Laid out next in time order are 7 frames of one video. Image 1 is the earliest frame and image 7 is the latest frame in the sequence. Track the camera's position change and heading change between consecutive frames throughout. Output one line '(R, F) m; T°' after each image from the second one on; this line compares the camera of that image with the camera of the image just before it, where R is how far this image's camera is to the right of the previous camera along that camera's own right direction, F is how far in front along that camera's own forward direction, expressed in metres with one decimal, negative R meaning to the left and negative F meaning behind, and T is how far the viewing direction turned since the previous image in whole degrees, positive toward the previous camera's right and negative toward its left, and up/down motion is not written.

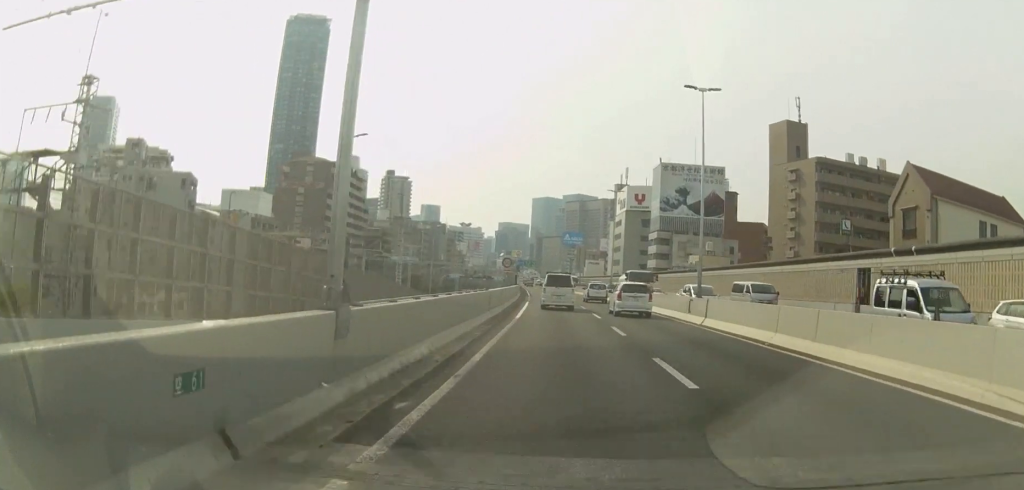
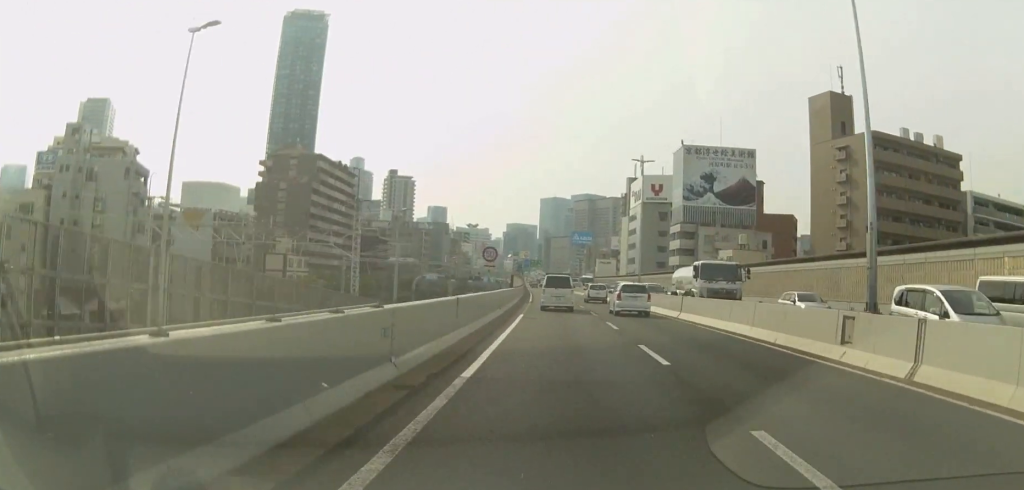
(-0.5, +16.6) m; -2°
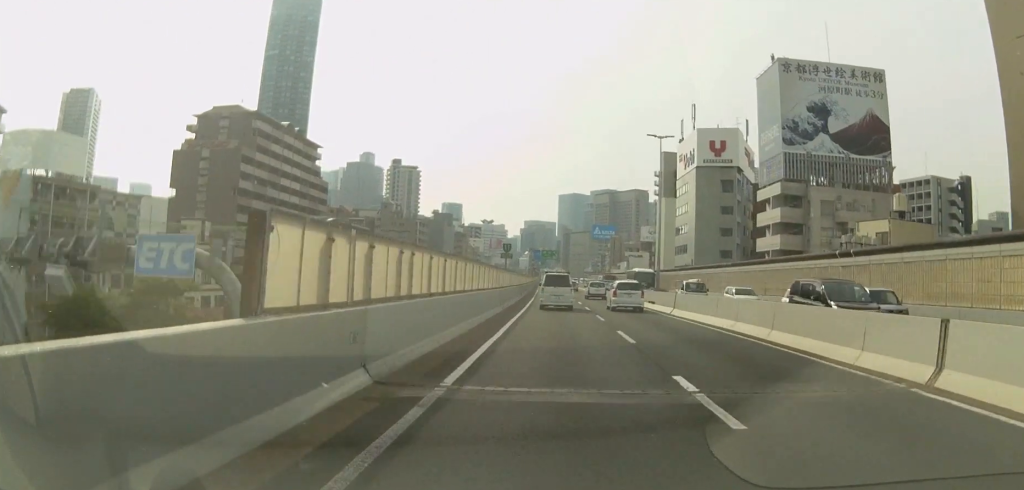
(-1.0, +44.9) m; -2°
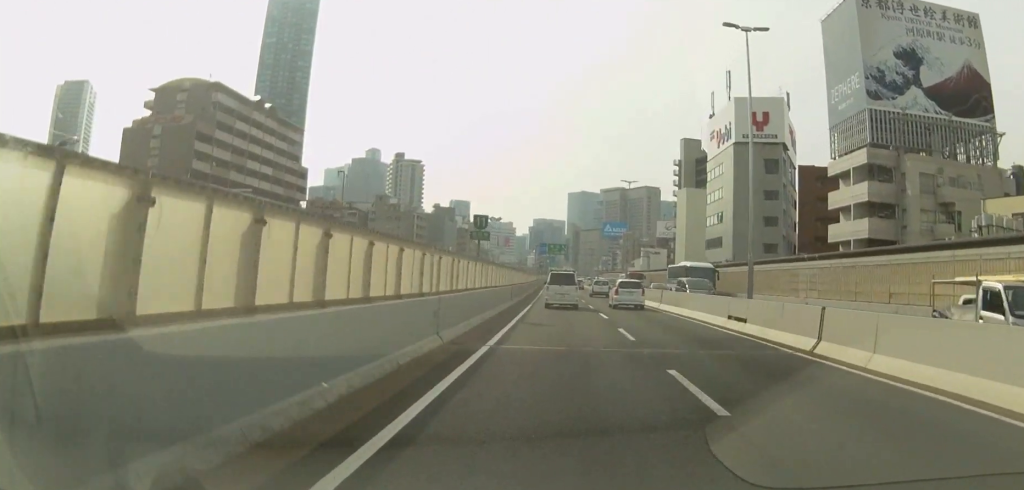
(+0.2, +19.1) m; 0°
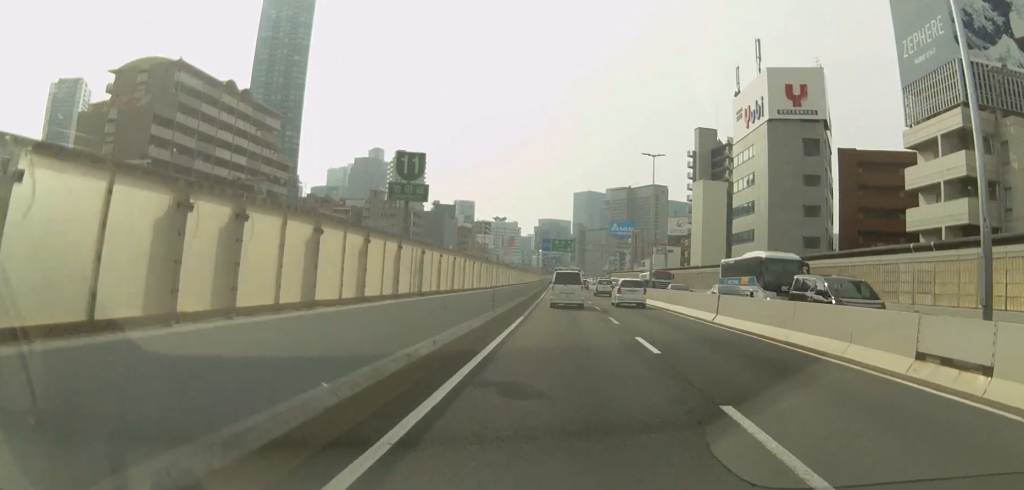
(-0.1, +13.5) m; 0°
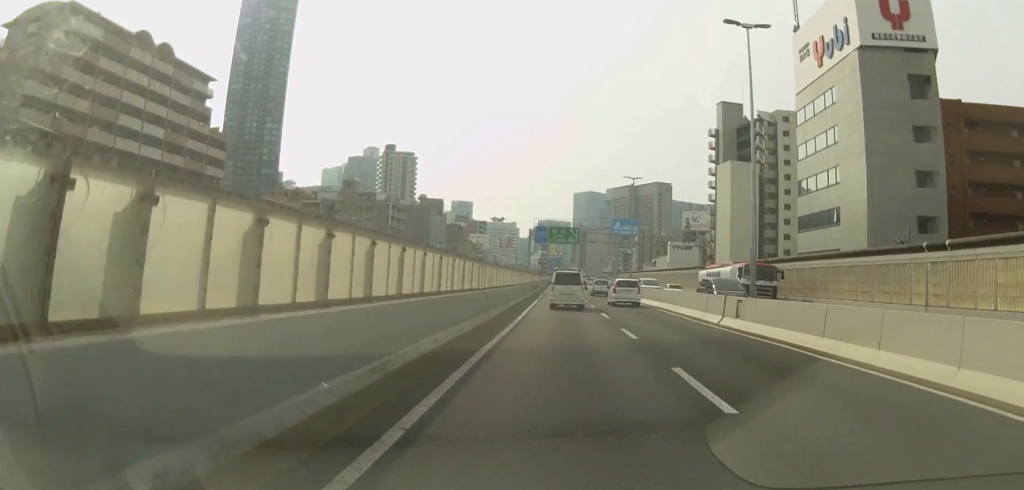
(-0.2, +26.4) m; -2°
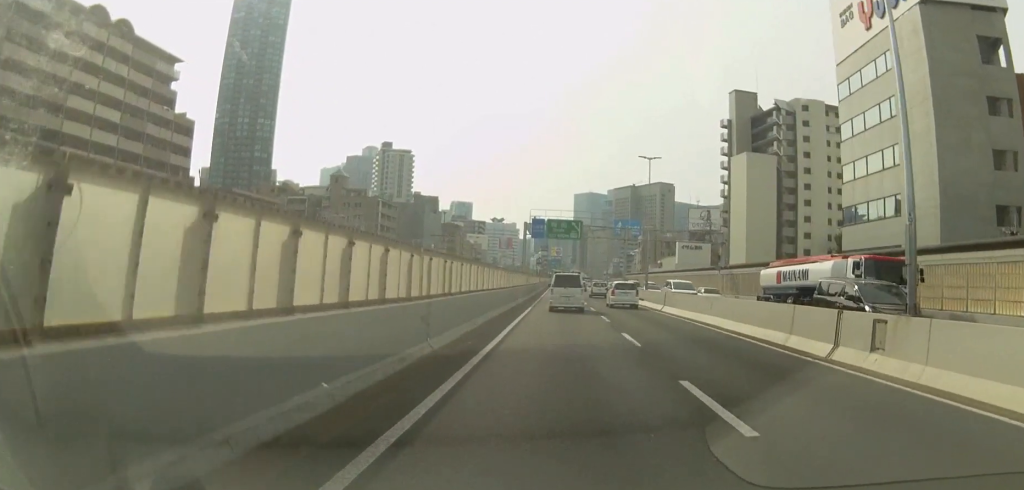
(-0.3, +10.9) m; 0°
